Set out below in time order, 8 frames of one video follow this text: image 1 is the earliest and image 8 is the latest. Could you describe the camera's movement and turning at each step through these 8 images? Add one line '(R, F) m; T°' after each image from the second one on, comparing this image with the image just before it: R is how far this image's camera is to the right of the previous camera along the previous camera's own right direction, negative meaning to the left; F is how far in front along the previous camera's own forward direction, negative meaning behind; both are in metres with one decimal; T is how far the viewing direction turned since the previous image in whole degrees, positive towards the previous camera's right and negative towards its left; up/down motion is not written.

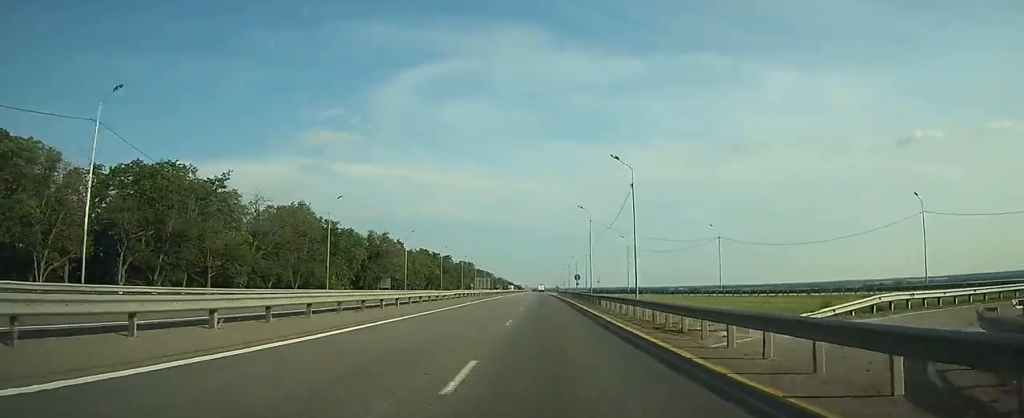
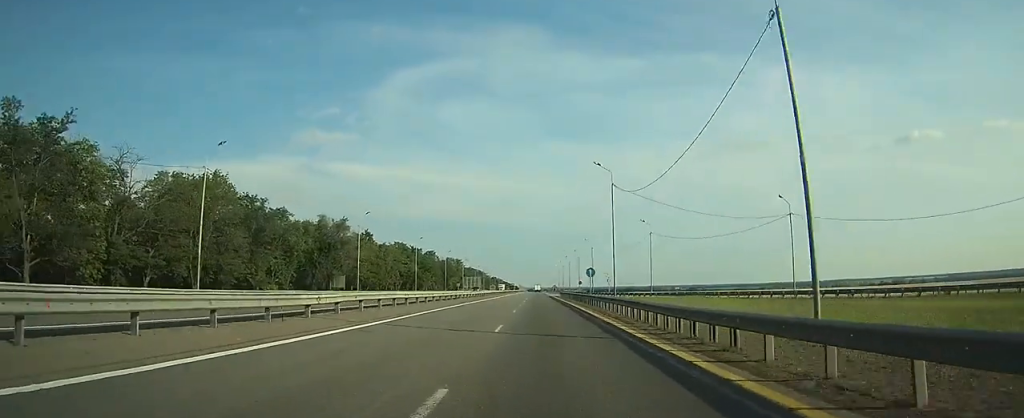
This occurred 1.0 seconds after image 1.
(+0.2, +26.6) m; 0°
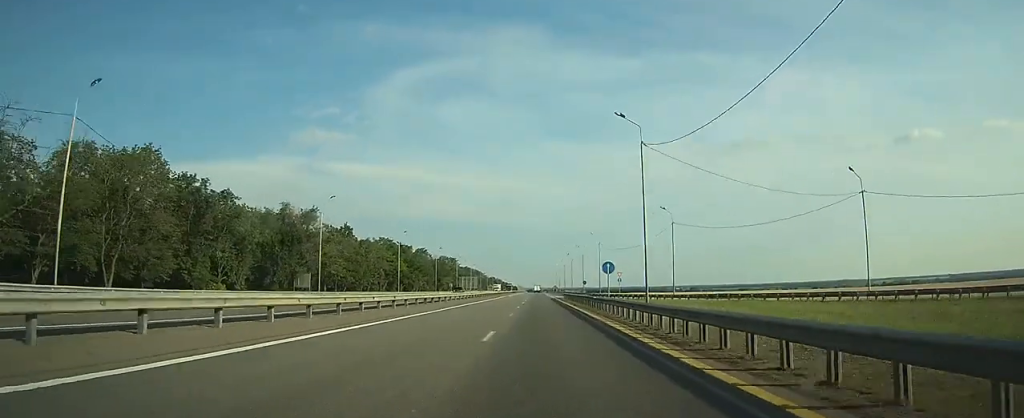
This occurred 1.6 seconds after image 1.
(0.0, +14.6) m; 0°
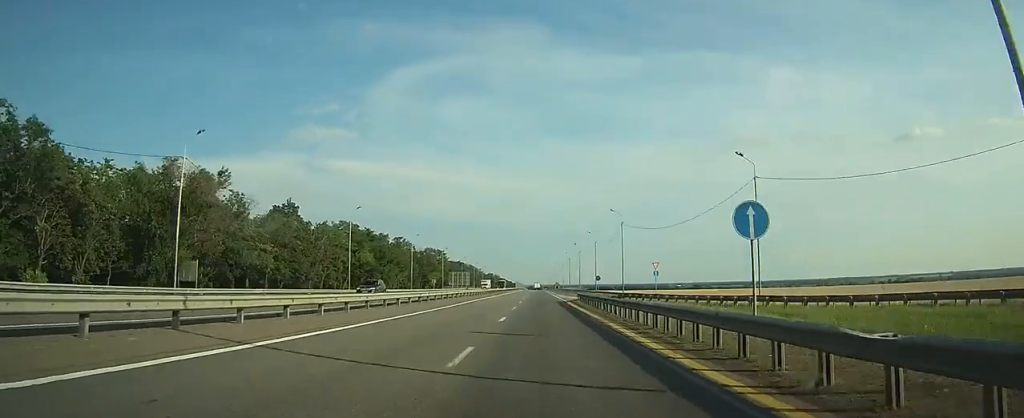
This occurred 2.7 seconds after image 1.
(0.0, +28.5) m; 0°
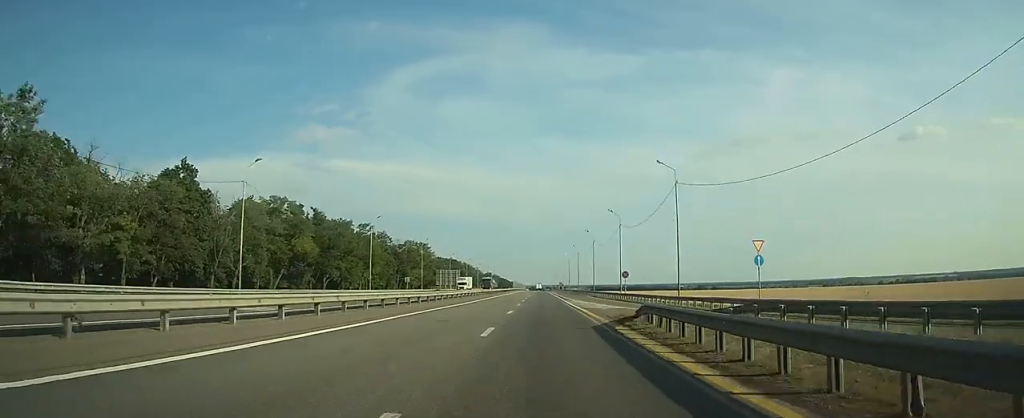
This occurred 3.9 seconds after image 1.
(0.0, +30.3) m; 0°
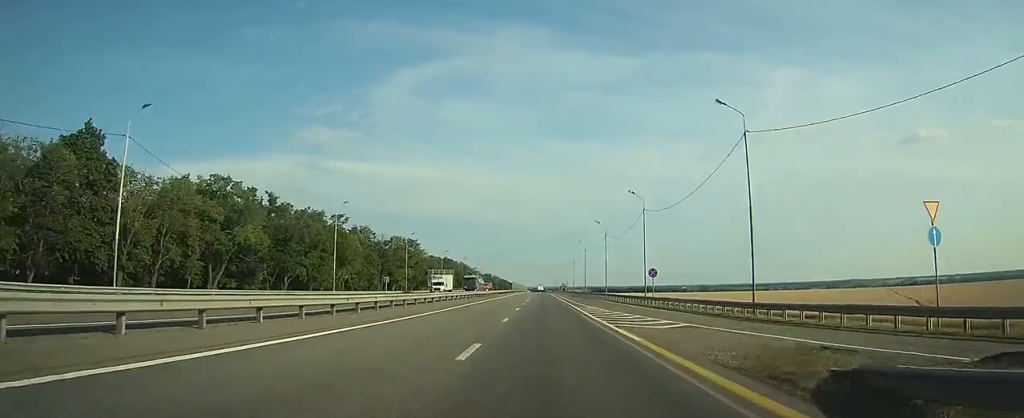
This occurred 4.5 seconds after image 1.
(0.0, +16.5) m; 0°
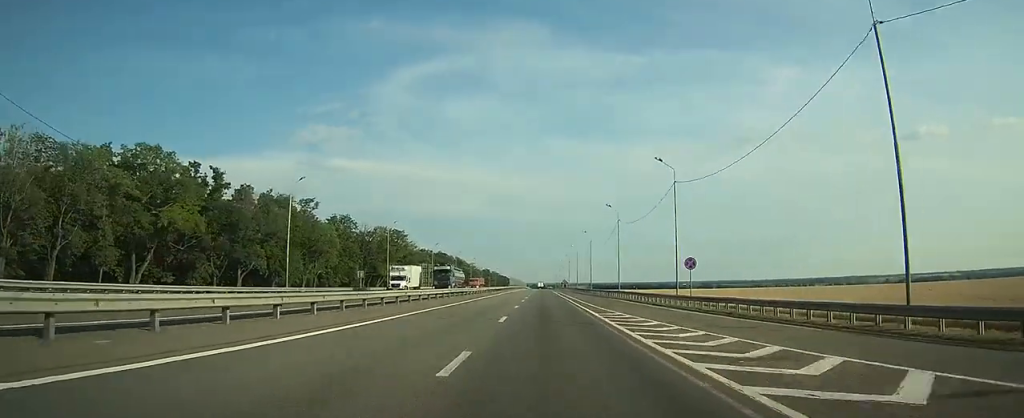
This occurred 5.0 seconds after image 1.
(0.0, +13.9) m; 0°
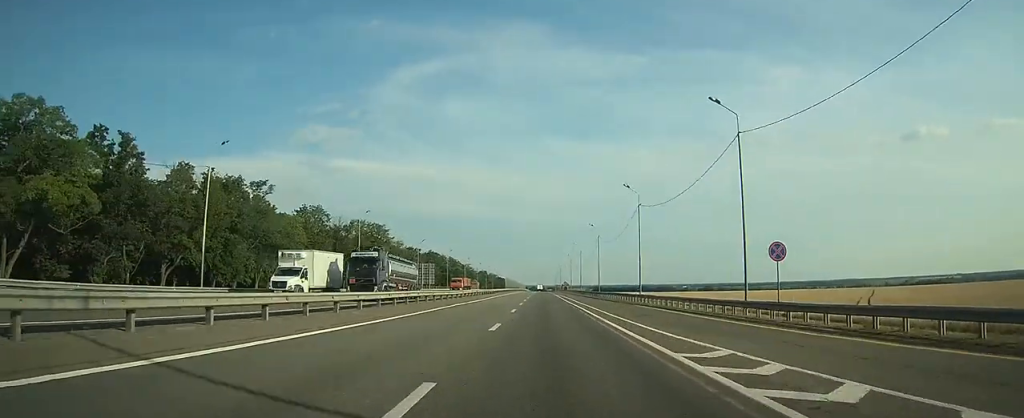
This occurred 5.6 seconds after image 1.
(0.0, +15.7) m; 0°
